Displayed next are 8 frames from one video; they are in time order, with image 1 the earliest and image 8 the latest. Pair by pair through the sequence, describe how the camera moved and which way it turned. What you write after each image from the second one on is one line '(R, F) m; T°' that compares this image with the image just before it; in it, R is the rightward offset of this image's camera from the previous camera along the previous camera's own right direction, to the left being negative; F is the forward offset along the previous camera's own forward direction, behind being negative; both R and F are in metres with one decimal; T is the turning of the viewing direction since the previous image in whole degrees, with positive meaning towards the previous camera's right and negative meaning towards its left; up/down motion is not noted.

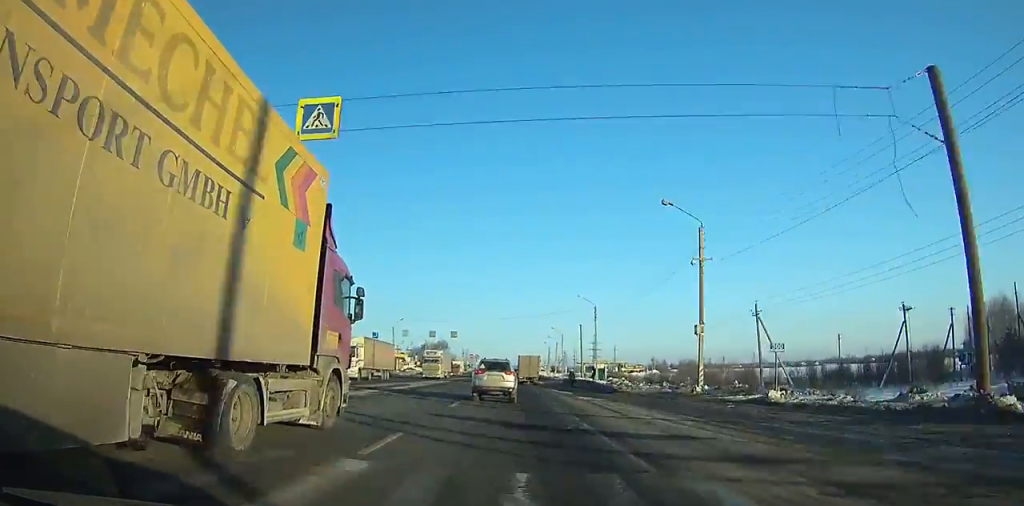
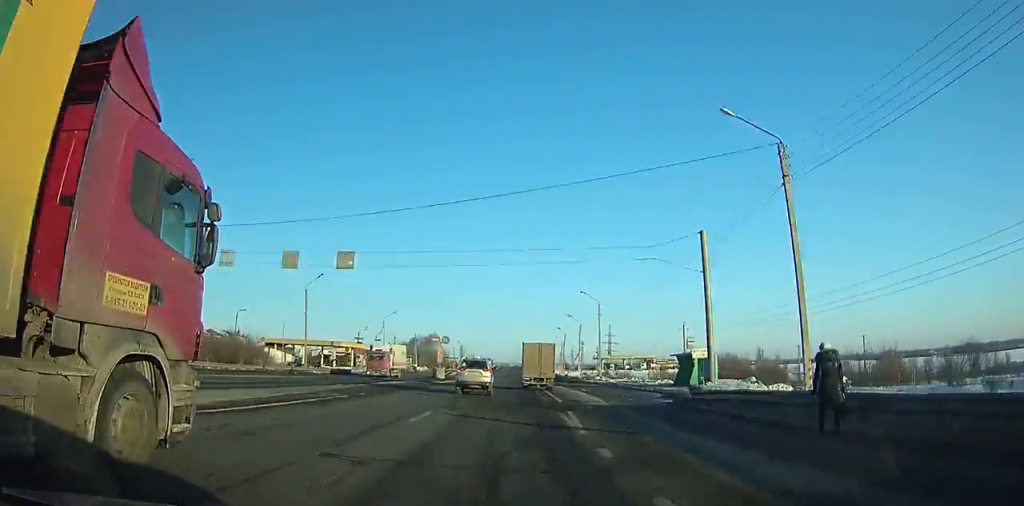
(+1.0, +58.8) m; +2°
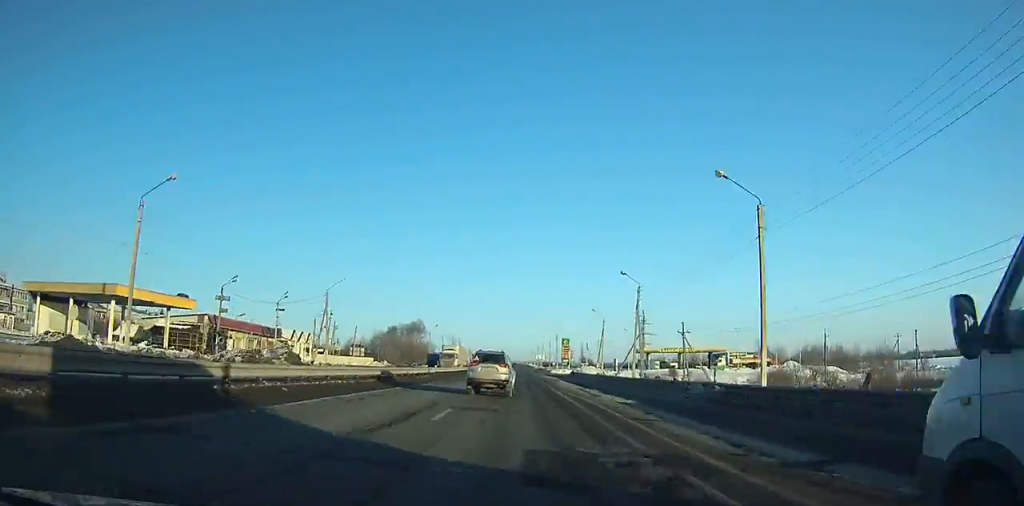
(+1.3, +75.3) m; +1°
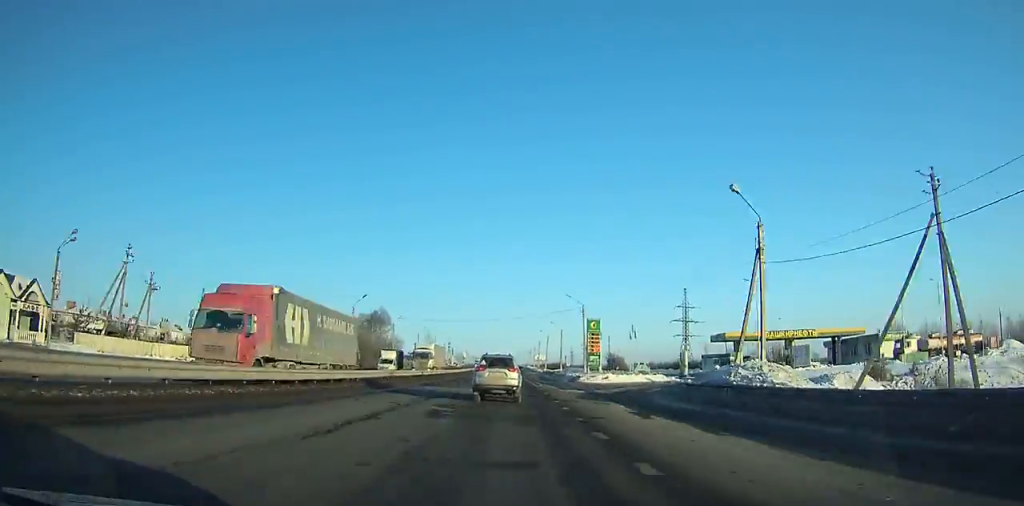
(-0.3, +71.1) m; -1°
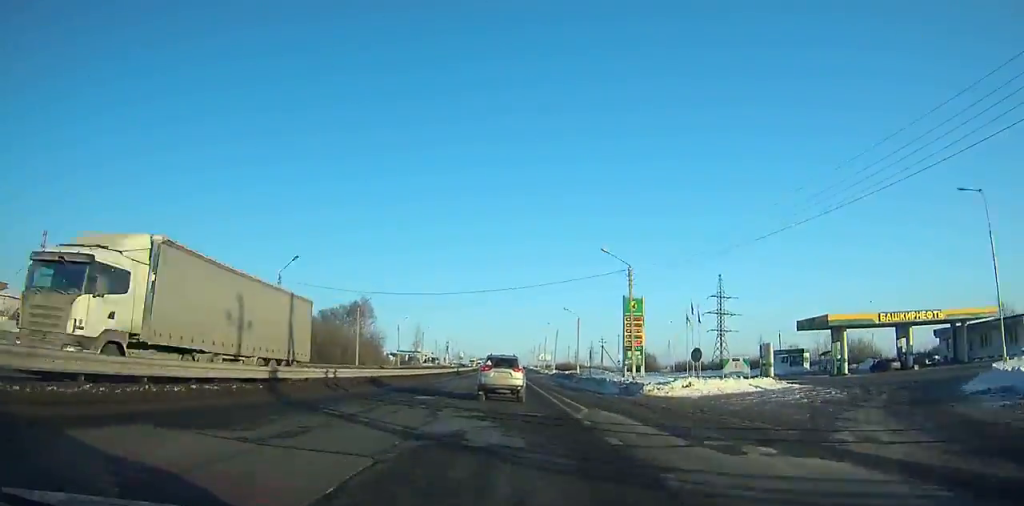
(0.0, +32.6) m; 0°
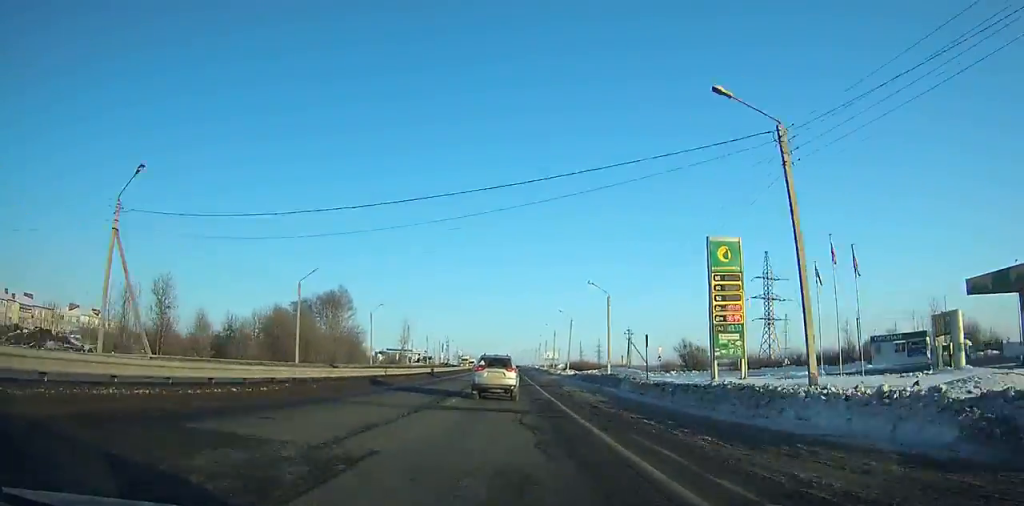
(0.0, +28.2) m; 0°
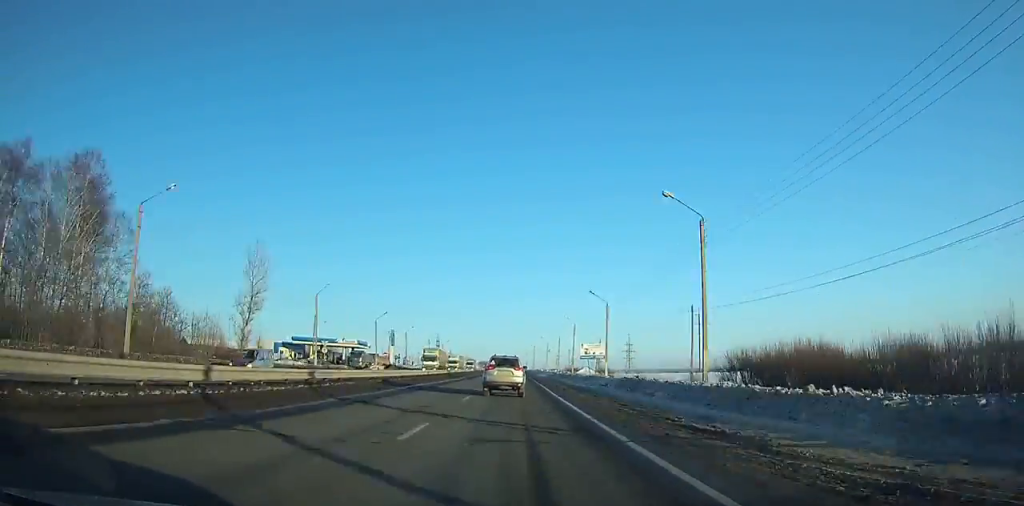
(-0.8, +106.5) m; -1°
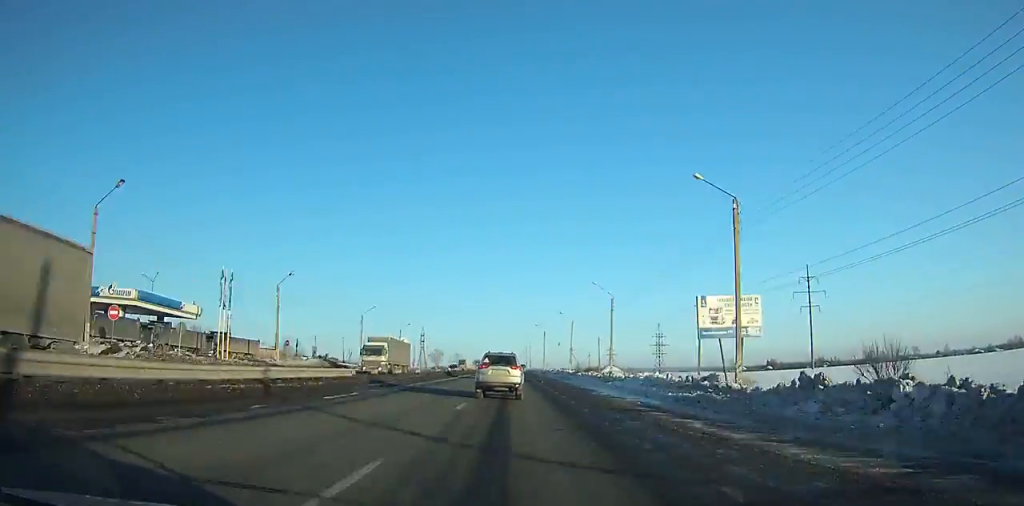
(-0.6, +70.6) m; -1°
